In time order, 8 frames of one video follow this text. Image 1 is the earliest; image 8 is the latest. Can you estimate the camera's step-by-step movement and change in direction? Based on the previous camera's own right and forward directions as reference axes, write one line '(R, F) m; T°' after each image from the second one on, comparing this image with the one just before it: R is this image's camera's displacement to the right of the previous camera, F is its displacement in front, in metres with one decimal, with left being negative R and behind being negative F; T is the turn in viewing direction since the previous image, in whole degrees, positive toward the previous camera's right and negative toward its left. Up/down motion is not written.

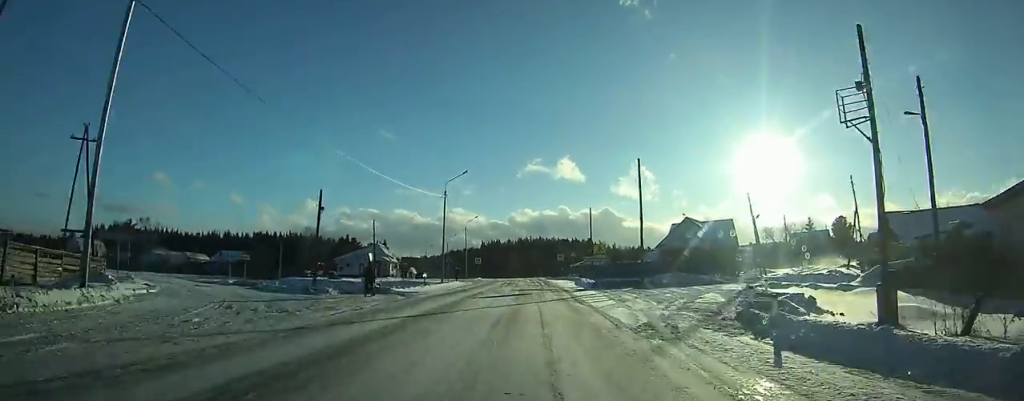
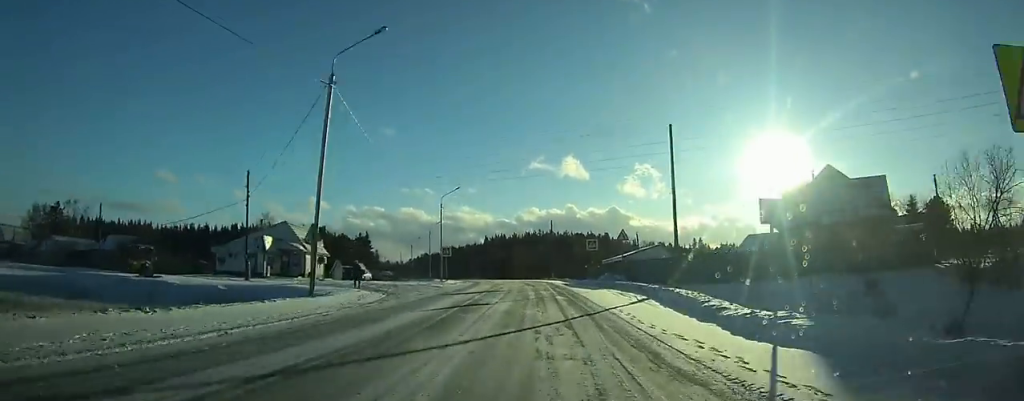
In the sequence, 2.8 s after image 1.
(-0.1, +39.8) m; 0°
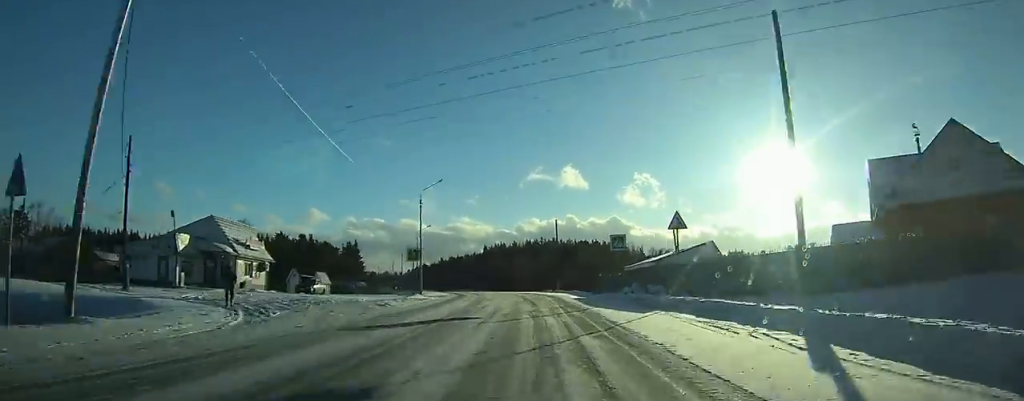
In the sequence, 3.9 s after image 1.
(+0.1, +15.1) m; -1°
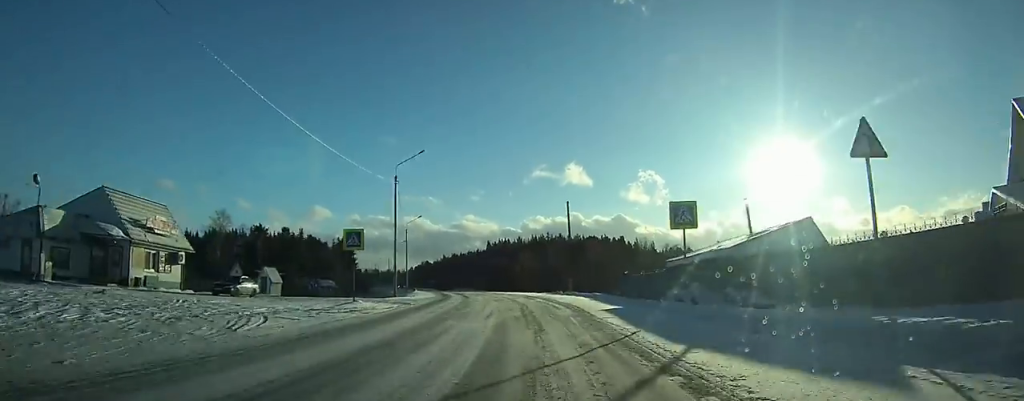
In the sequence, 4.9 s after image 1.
(-0.1, +14.2) m; -1°
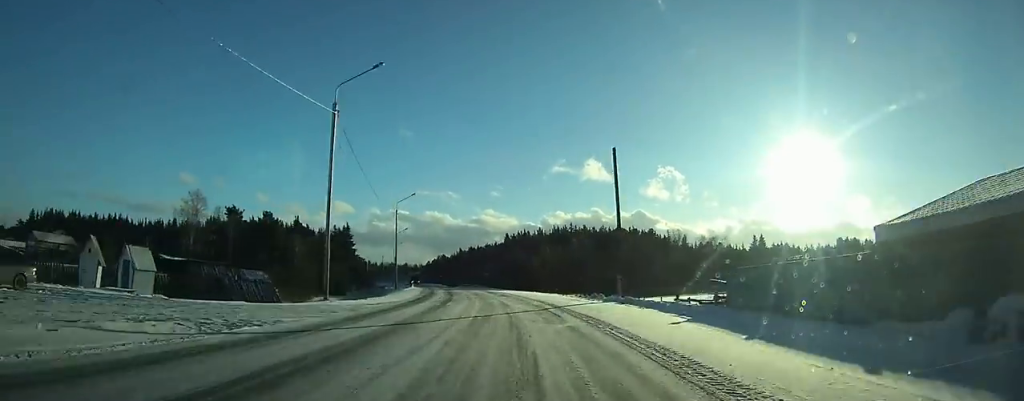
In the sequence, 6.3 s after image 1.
(-0.1, +20.8) m; -2°
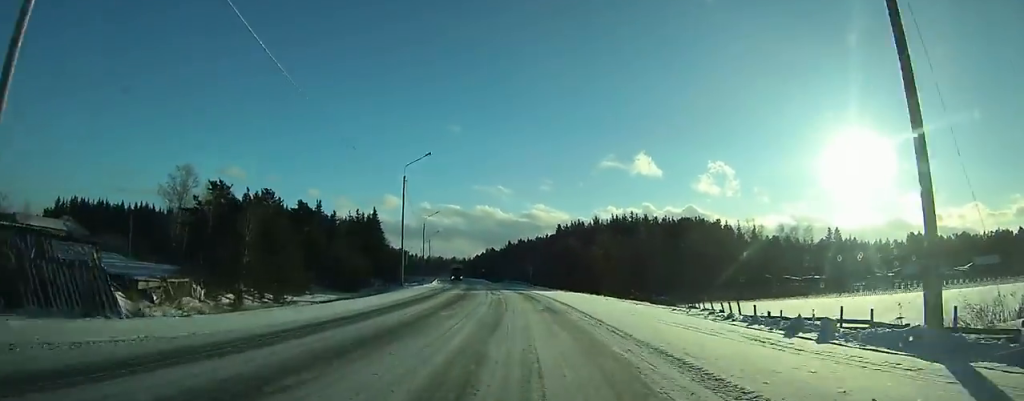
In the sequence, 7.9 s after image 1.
(-0.7, +22.9) m; -3°
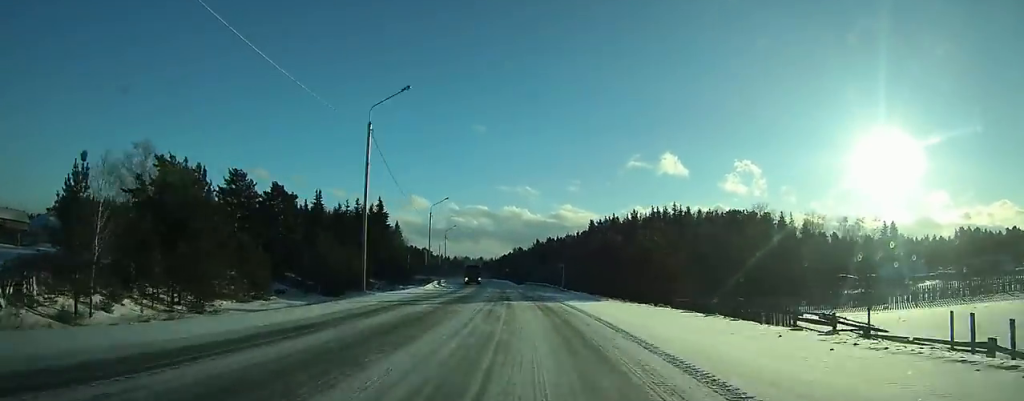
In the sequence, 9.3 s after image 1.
(-0.6, +20.4) m; -3°
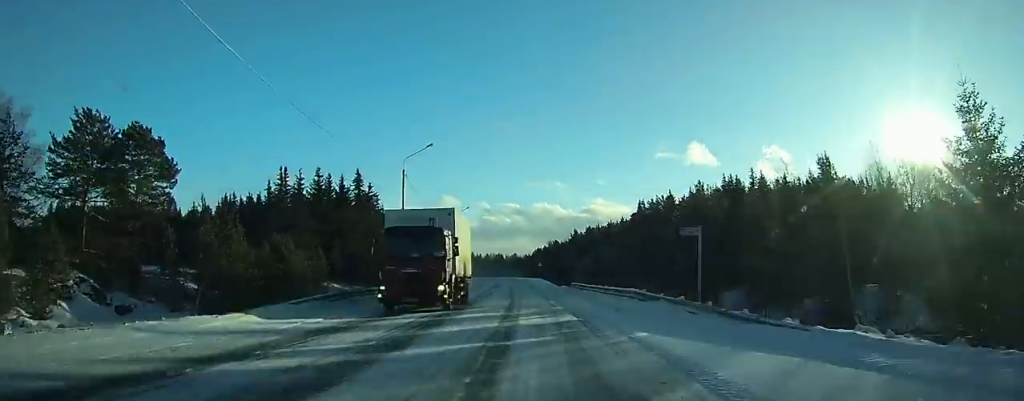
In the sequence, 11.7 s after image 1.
(-1.4, +36.0) m; -5°
